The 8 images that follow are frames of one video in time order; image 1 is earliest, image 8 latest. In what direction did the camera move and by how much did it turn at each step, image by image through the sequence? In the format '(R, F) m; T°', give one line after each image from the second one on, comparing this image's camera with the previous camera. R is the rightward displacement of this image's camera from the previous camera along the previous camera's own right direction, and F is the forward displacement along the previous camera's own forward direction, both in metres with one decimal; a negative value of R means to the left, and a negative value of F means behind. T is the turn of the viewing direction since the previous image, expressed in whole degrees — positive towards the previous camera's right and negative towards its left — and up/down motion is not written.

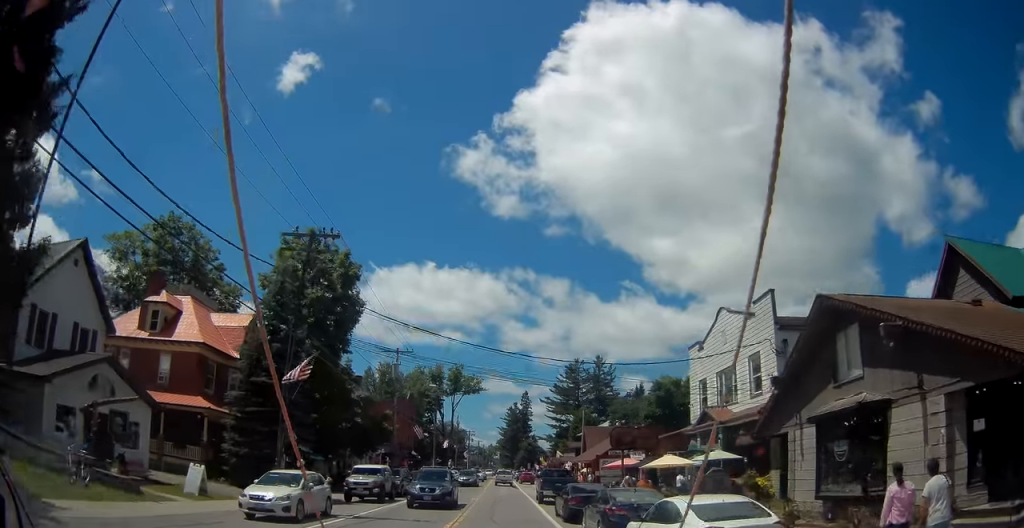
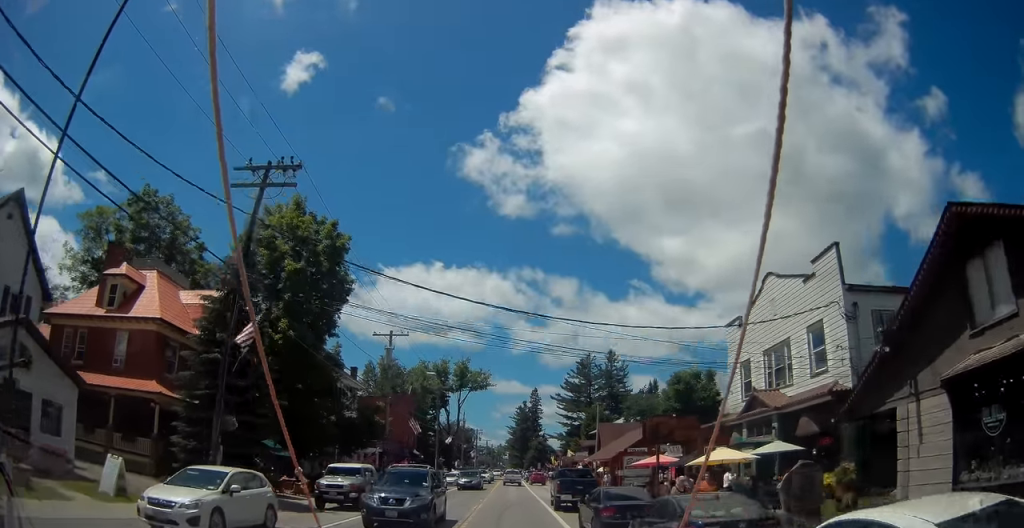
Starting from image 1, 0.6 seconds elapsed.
(-0.1, +5.2) m; -1°
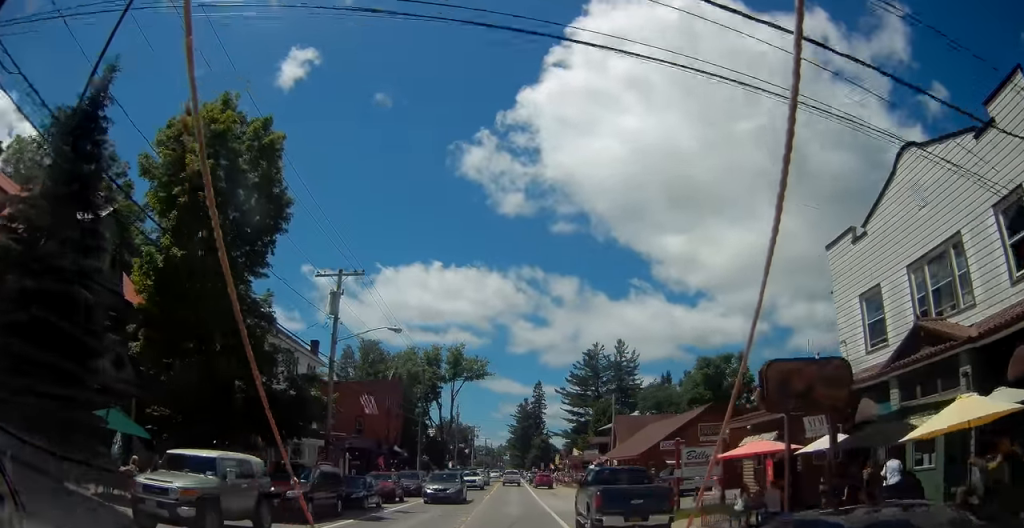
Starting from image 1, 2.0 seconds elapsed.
(-0.2, +11.9) m; -3°
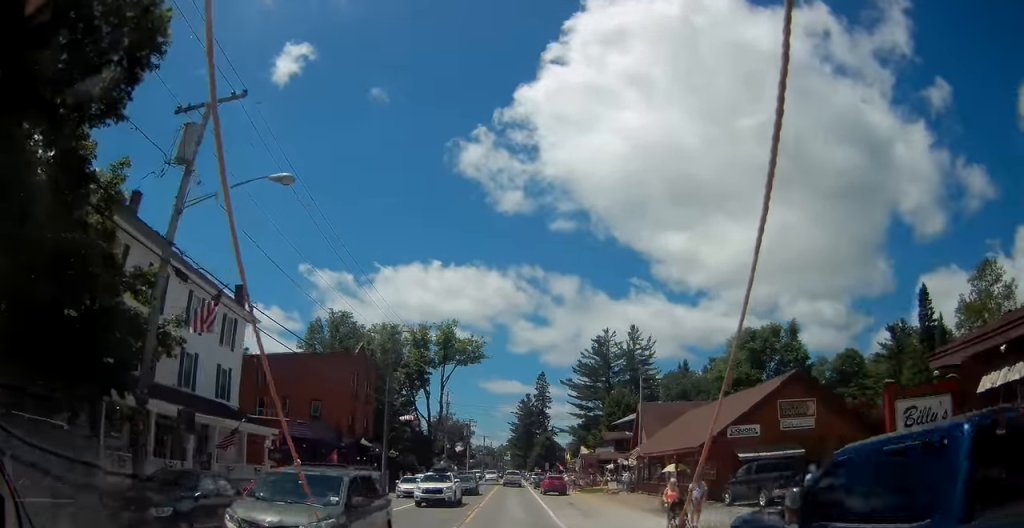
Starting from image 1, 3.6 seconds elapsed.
(-0.1, +13.5) m; +1°
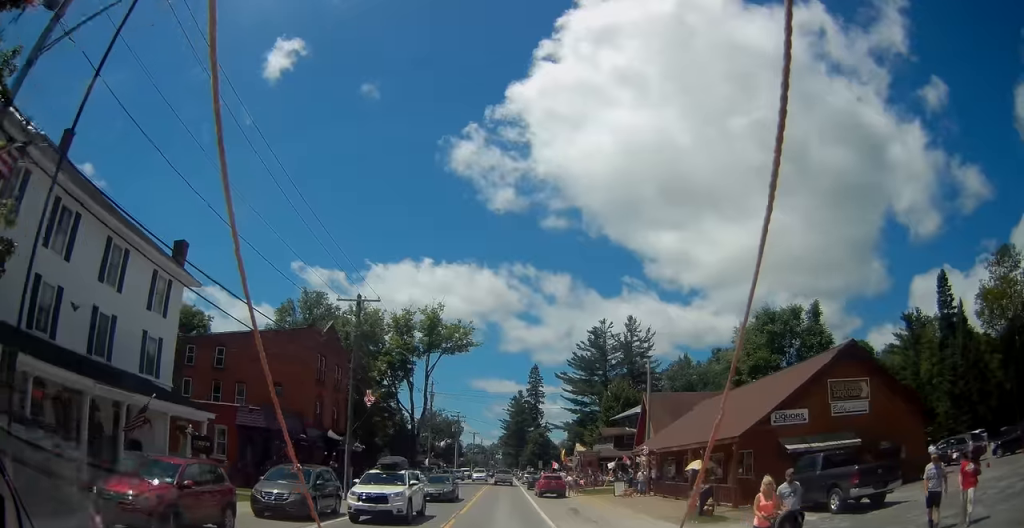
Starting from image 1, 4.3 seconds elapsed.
(+0.1, +5.9) m; +1°
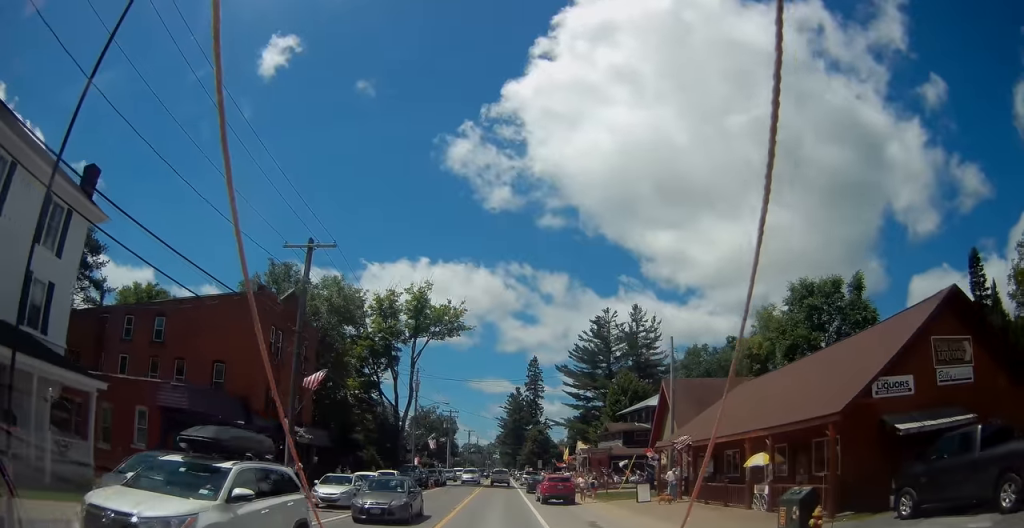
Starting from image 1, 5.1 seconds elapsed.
(0.0, +7.4) m; 0°
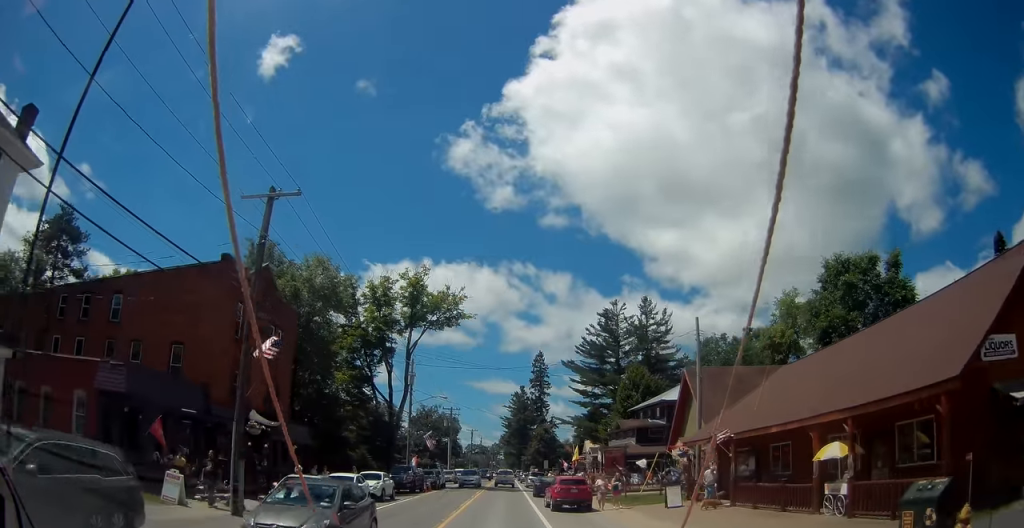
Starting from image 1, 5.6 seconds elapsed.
(0.0, +4.8) m; 0°
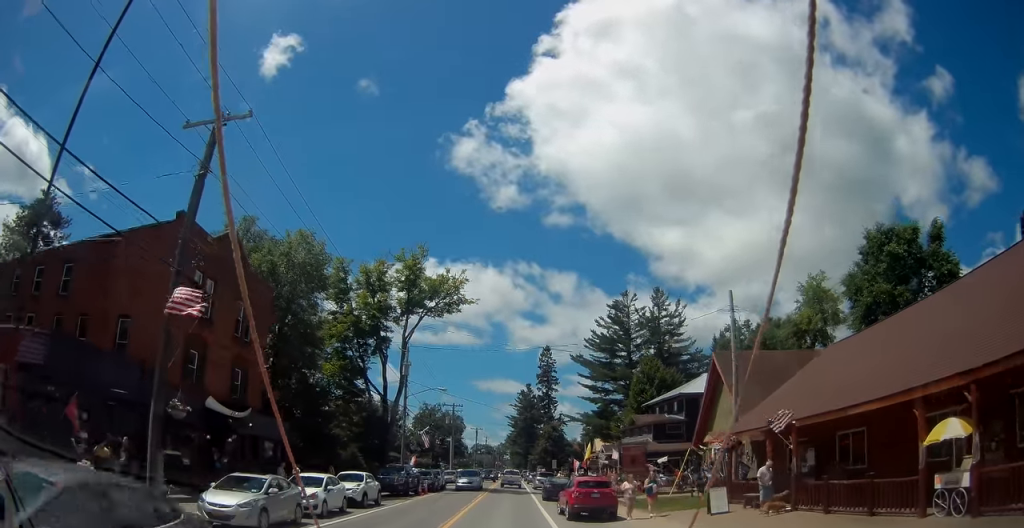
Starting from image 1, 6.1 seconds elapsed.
(0.0, +4.9) m; 0°
